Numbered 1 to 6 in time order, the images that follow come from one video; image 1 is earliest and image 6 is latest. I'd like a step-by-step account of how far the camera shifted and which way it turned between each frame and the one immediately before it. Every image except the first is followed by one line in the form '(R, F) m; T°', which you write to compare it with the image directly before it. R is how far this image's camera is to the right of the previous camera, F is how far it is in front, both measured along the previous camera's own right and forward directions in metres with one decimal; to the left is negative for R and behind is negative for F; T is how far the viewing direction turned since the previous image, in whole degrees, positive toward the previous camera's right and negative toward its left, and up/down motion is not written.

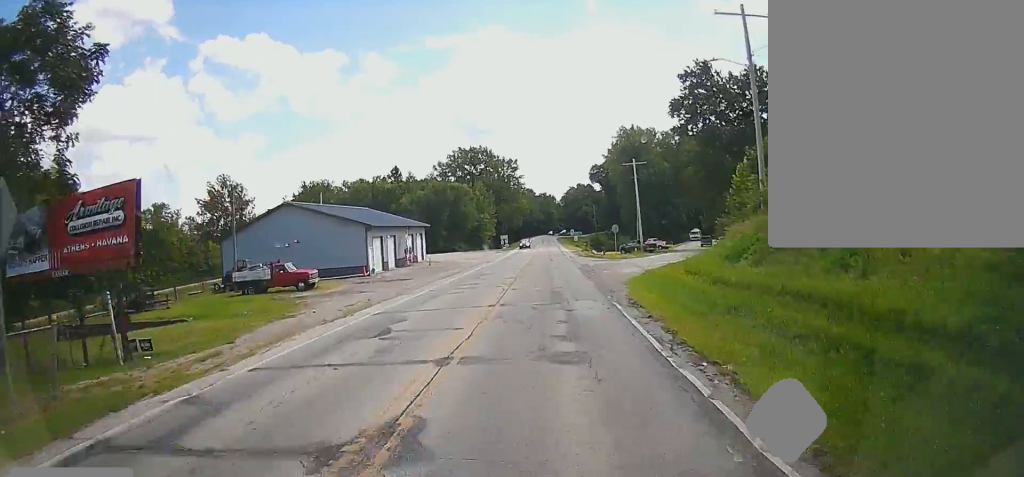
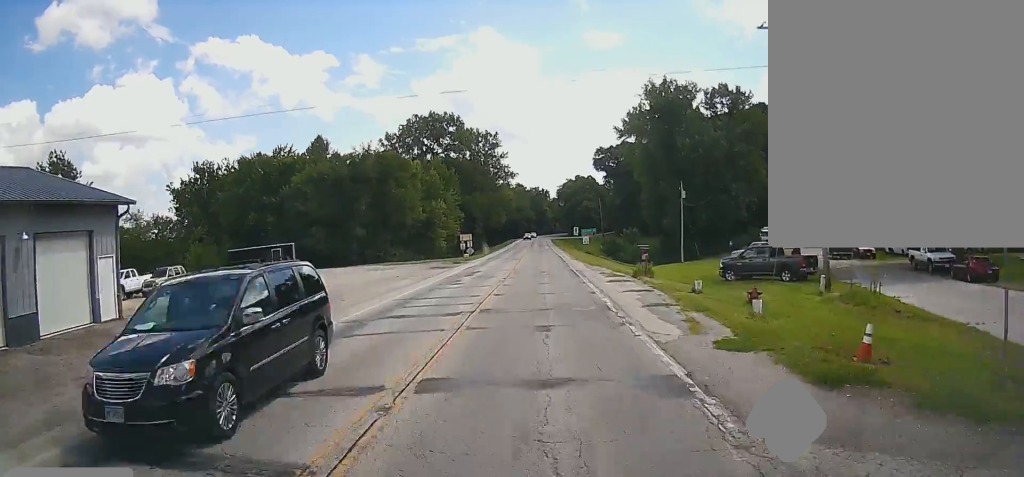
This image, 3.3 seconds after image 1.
(-2.2, +53.9) m; -4°
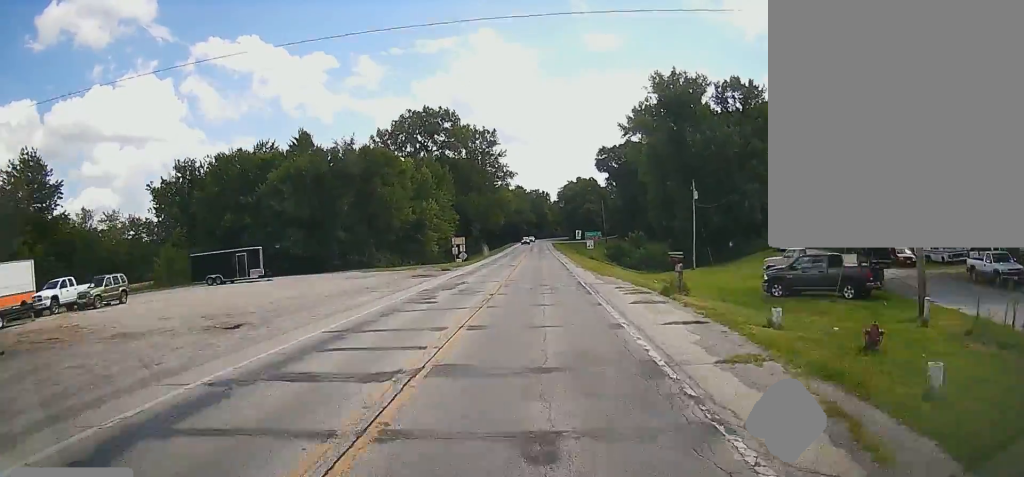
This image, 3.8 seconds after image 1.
(+0.1, +6.9) m; +1°
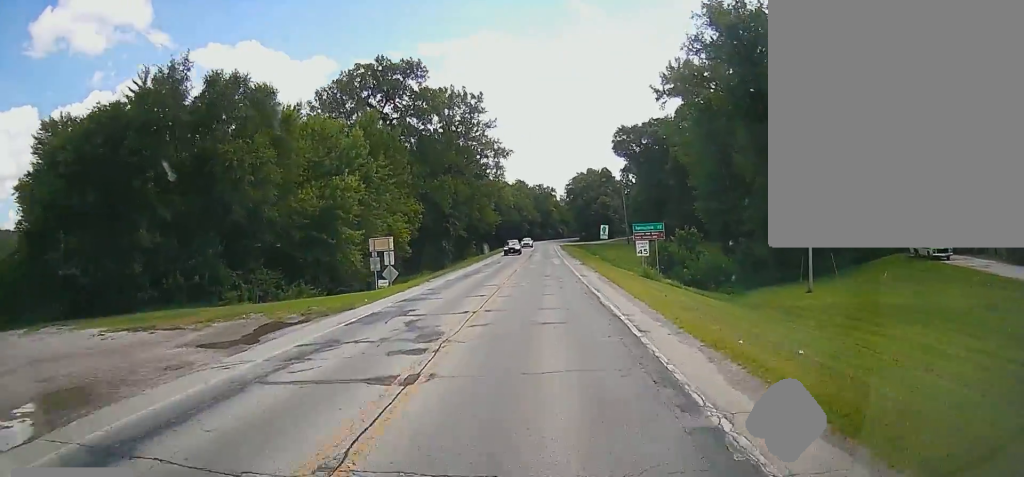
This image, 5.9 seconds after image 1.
(+0.6, +34.9) m; +1°
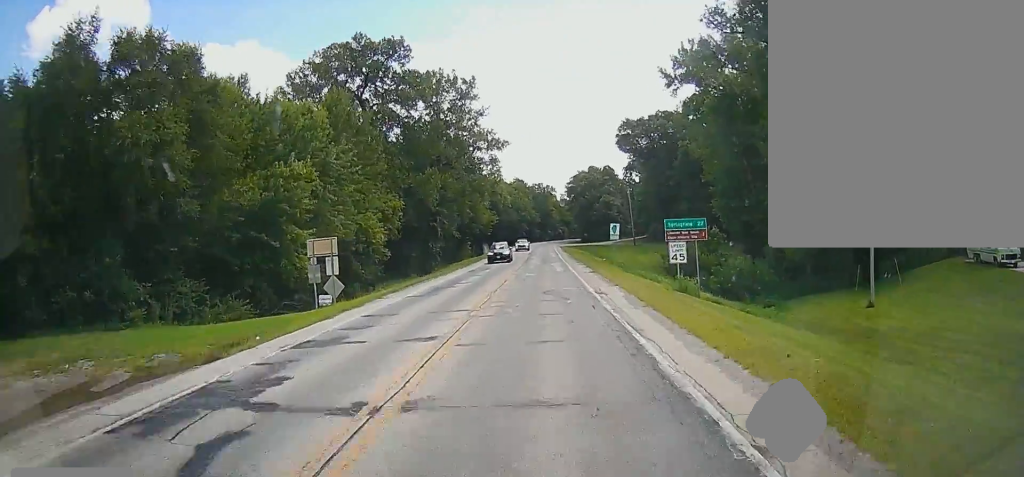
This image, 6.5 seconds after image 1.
(-0.1, +9.4) m; 0°
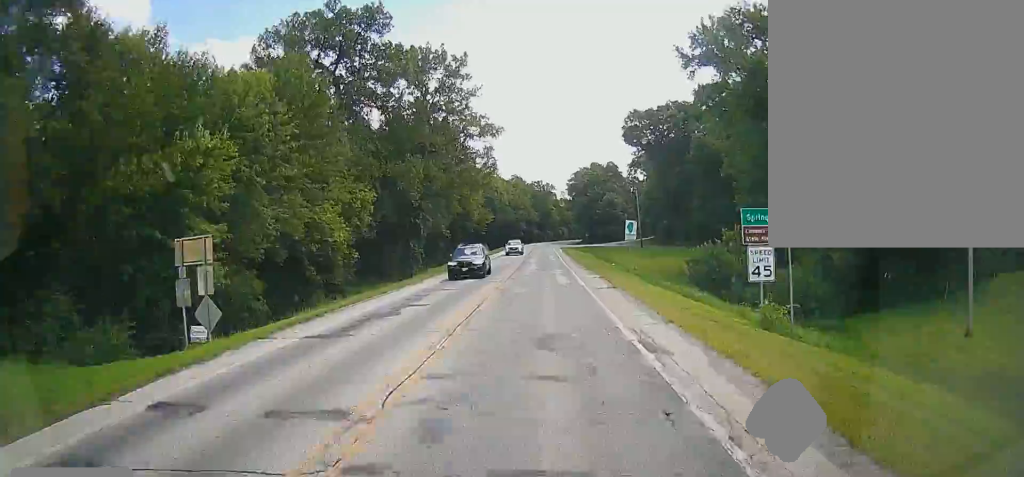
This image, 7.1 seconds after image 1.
(+0.1, +10.1) m; 0°
